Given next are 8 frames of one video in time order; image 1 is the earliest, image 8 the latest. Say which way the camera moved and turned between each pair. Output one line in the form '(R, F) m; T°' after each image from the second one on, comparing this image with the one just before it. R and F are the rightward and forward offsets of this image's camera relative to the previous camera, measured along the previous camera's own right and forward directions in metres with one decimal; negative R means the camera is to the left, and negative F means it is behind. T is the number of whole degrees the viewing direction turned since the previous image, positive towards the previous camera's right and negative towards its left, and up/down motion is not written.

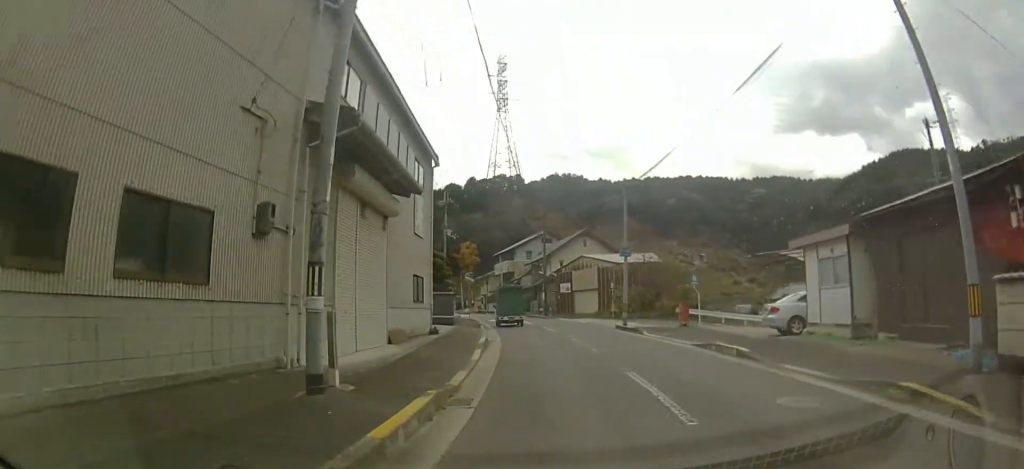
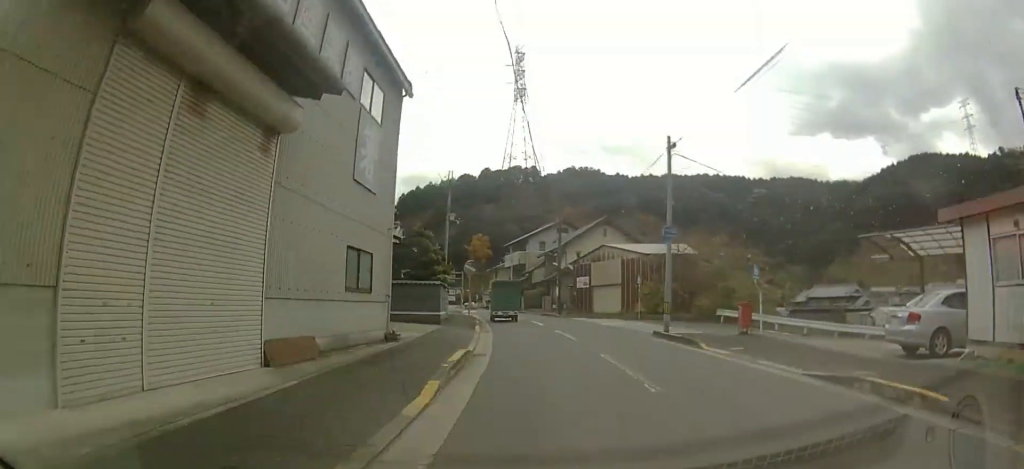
(-0.3, +6.8) m; -2°
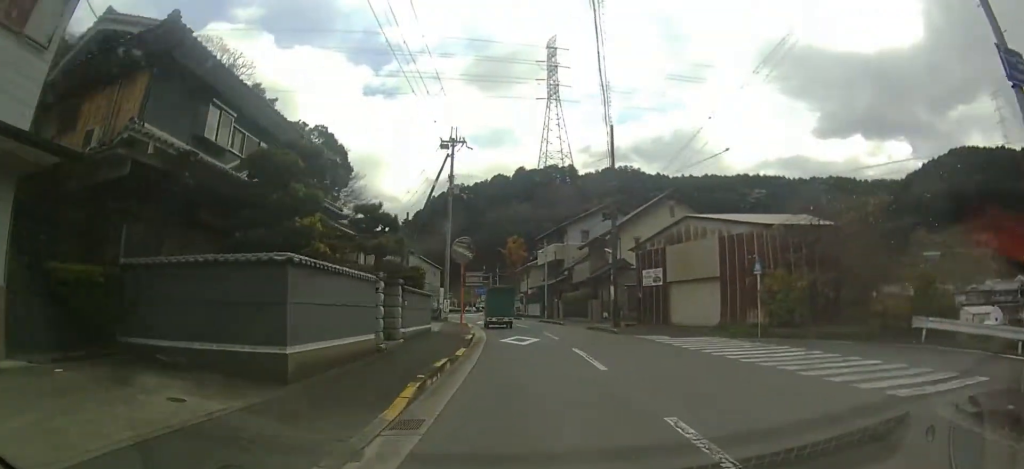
(-0.3, +16.3) m; -4°
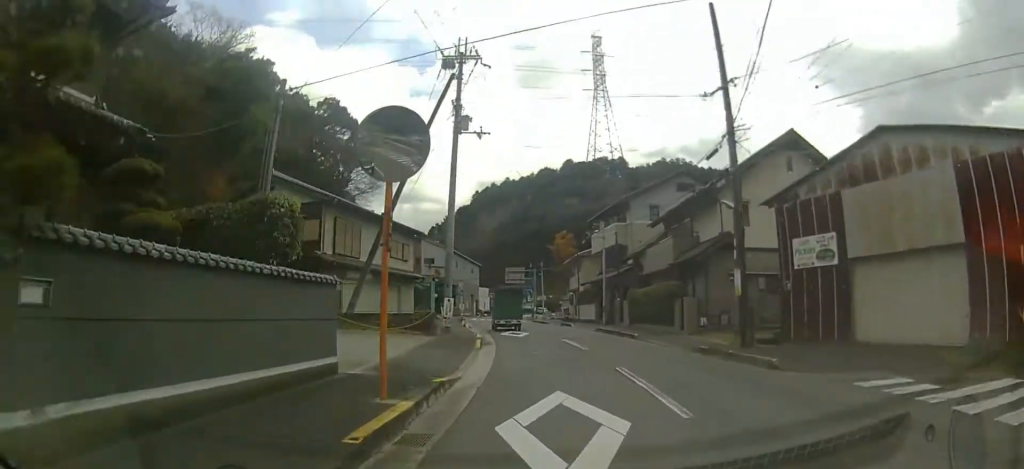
(-0.7, +13.8) m; -5°
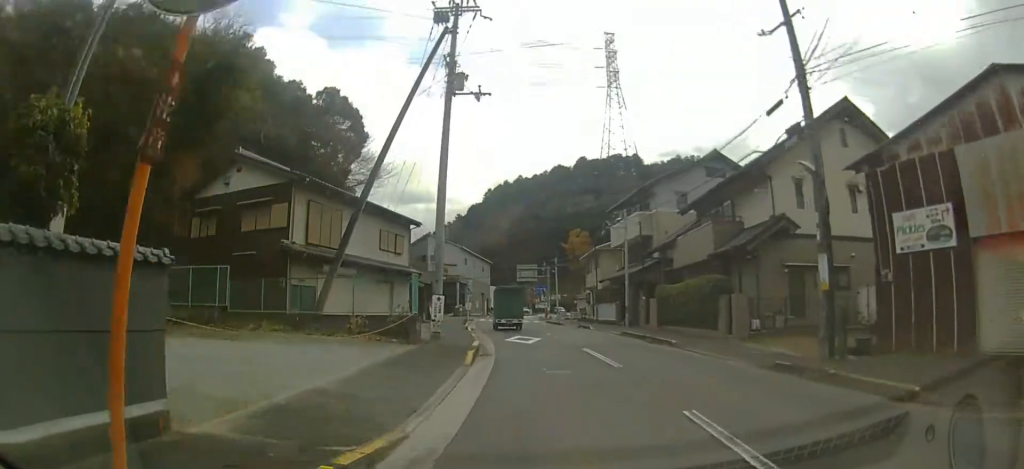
(0.0, +5.0) m; -2°
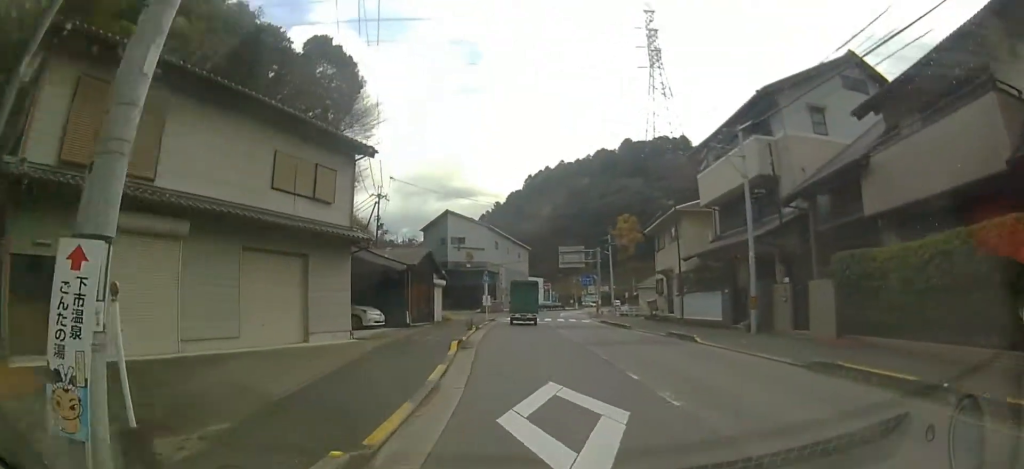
(-0.9, +15.1) m; -6°
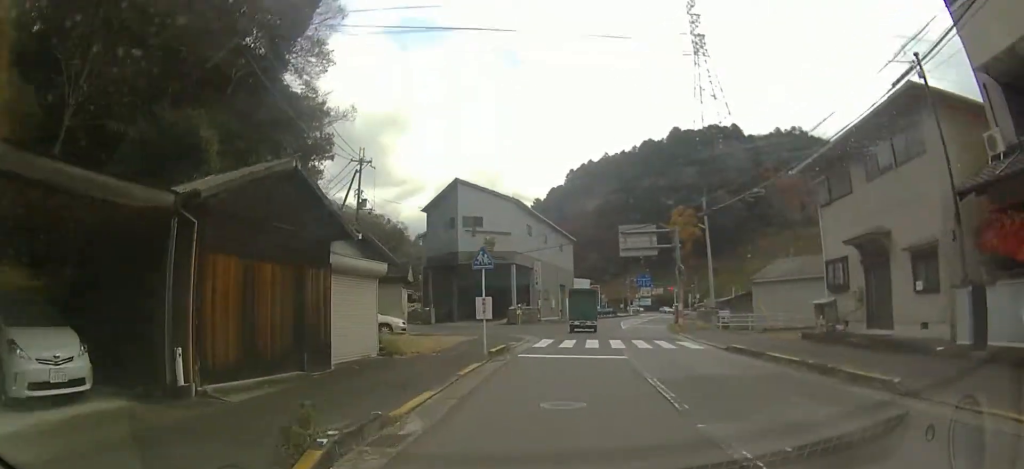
(-0.9, +18.7) m; -4°
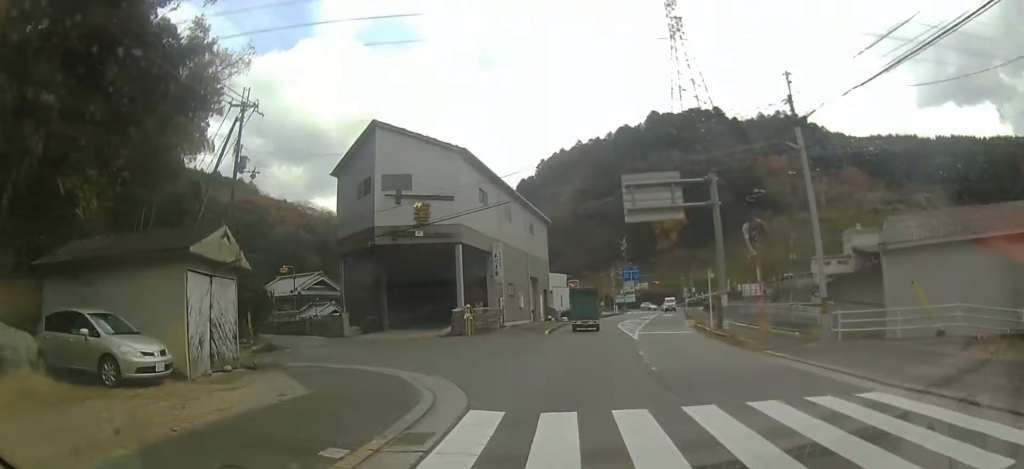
(+0.1, +13.8) m; +2°
